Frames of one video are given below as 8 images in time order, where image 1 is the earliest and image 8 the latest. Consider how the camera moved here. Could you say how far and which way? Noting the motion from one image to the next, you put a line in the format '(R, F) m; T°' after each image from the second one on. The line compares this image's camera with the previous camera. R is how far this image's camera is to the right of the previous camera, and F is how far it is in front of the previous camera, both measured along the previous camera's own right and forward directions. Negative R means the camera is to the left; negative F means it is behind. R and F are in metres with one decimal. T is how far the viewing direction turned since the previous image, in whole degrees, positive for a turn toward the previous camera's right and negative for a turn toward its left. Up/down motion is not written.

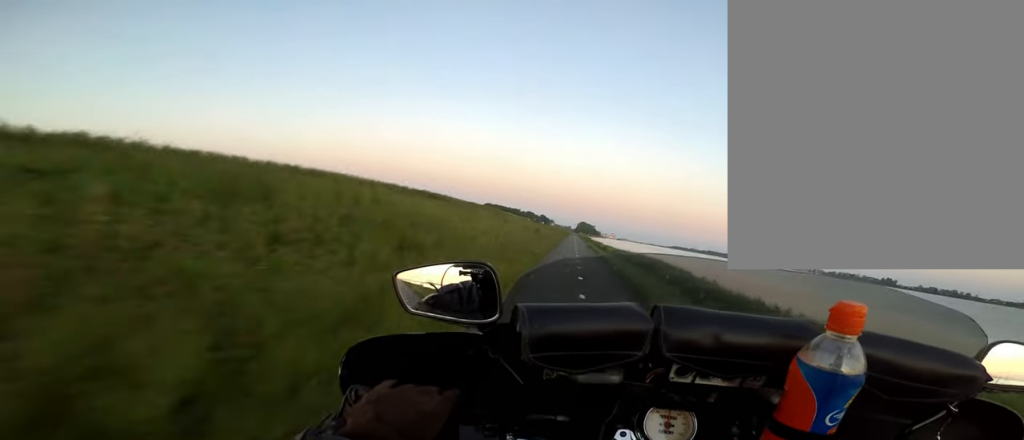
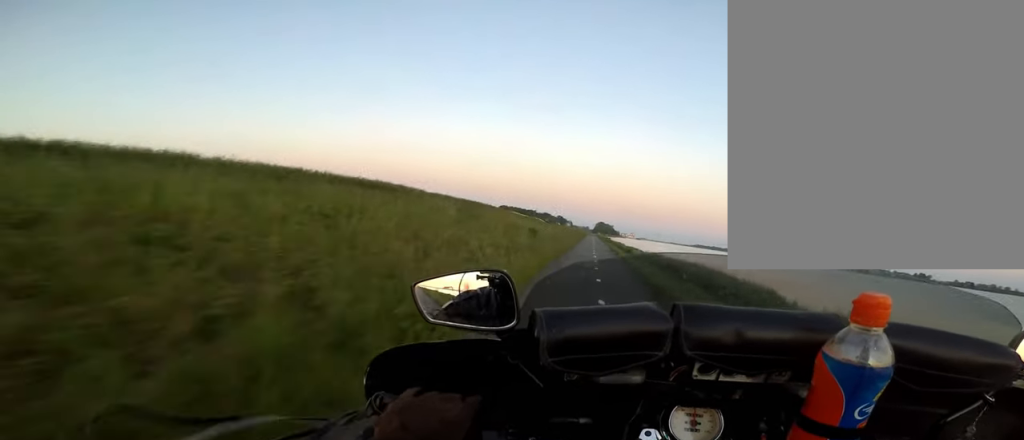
(-0.1, +9.5) m; -1°
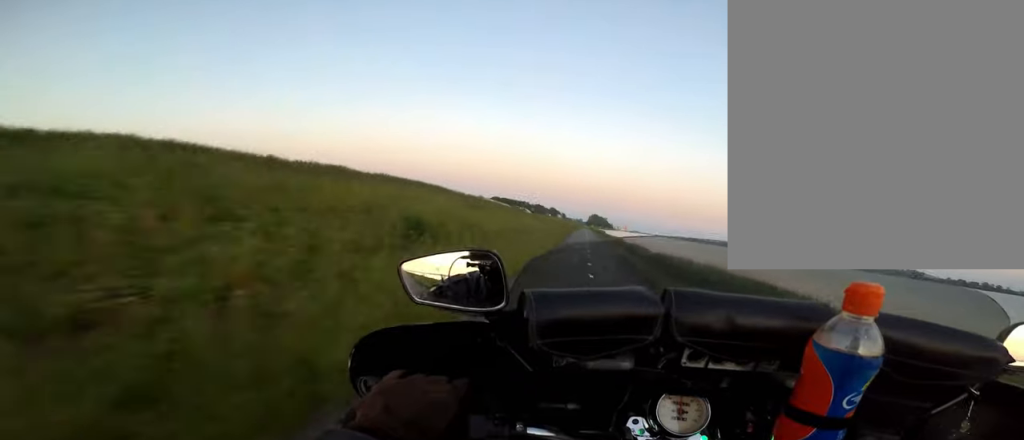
(-0.1, +12.5) m; 0°
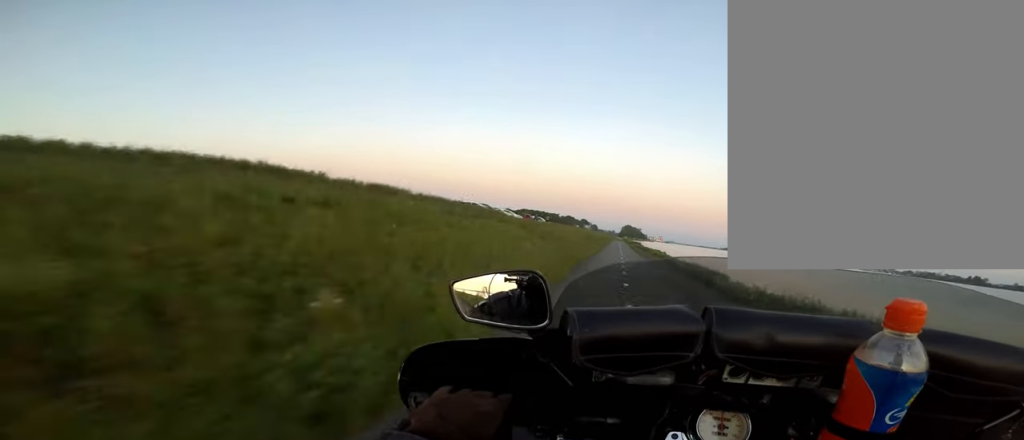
(+0.2, +16.6) m; +1°
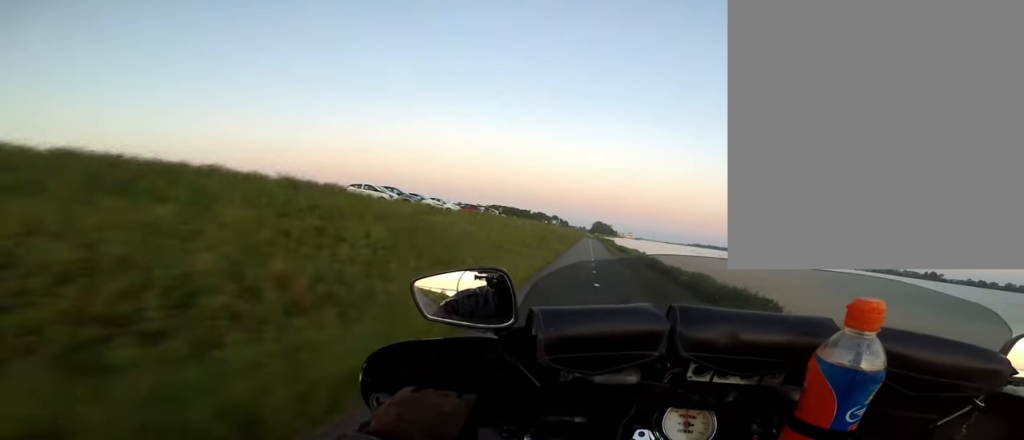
(0.0, +12.5) m; 0°
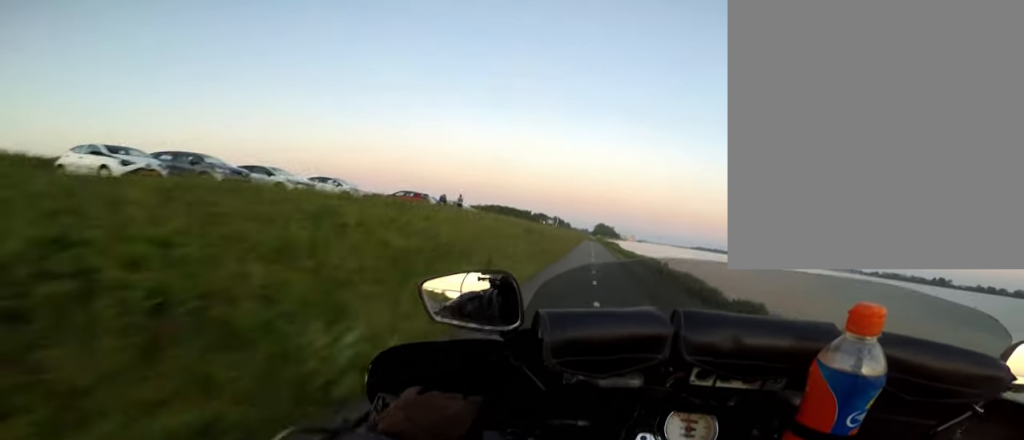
(0.0, +13.3) m; 0°
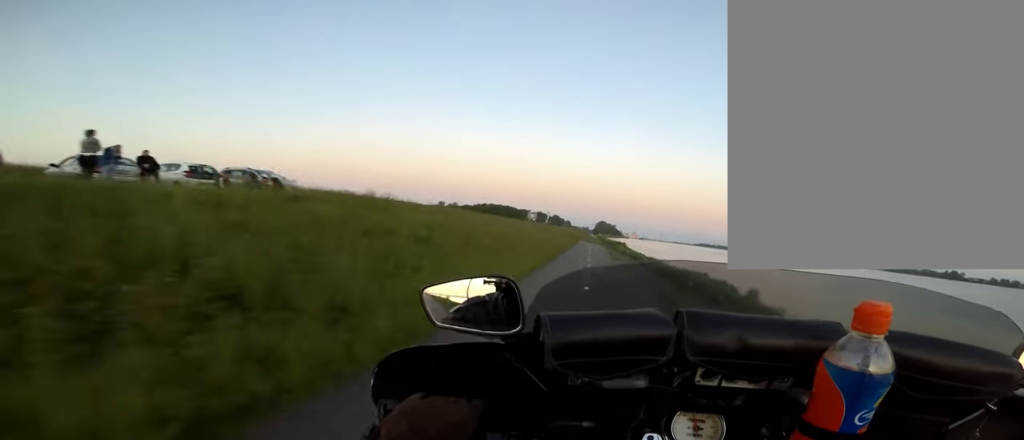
(+0.1, +22.7) m; +3°
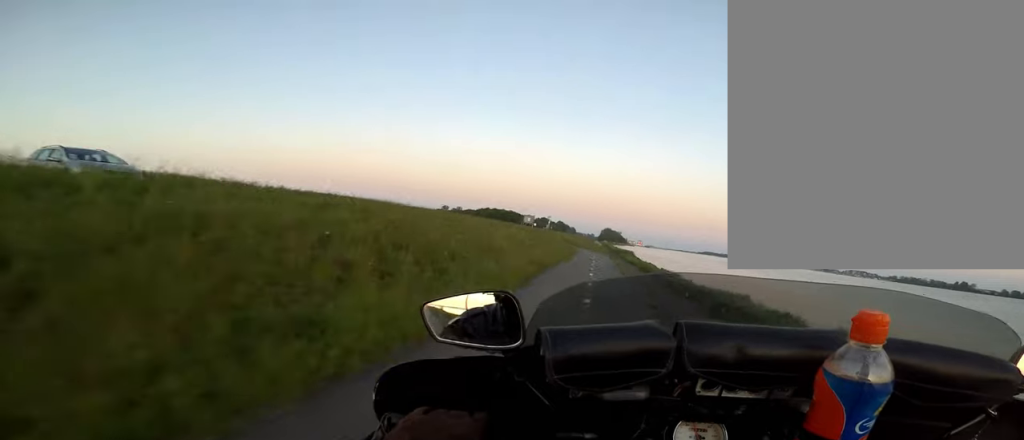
(+0.4, +6.7) m; -1°
